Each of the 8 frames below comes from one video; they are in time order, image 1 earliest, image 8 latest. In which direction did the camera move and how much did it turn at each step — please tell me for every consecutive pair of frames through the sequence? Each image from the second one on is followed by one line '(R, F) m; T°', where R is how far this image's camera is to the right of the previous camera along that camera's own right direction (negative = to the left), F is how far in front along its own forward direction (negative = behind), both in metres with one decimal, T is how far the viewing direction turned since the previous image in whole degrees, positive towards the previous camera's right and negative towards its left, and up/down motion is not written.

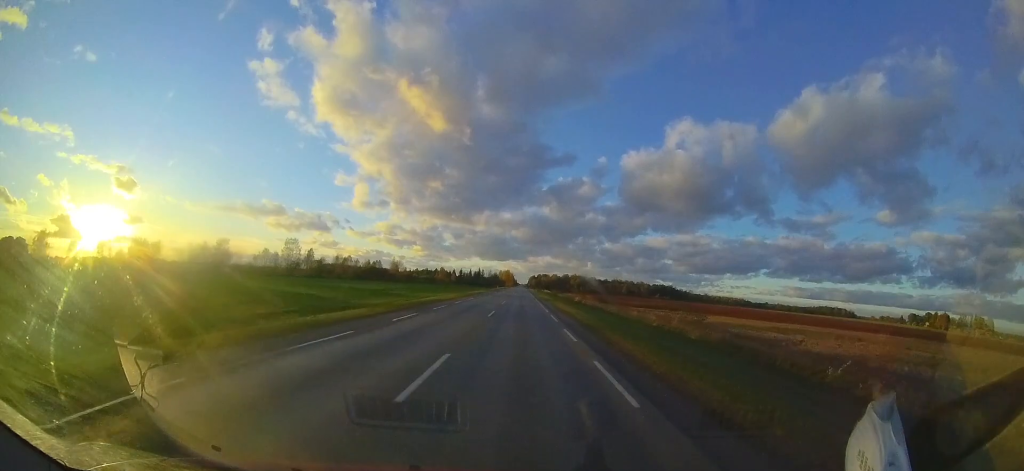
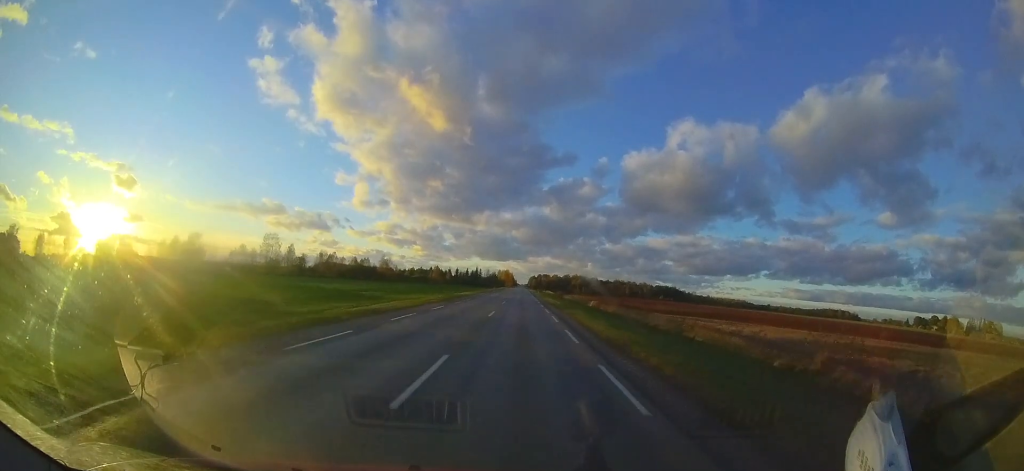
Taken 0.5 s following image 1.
(-0.1, +12.2) m; 0°
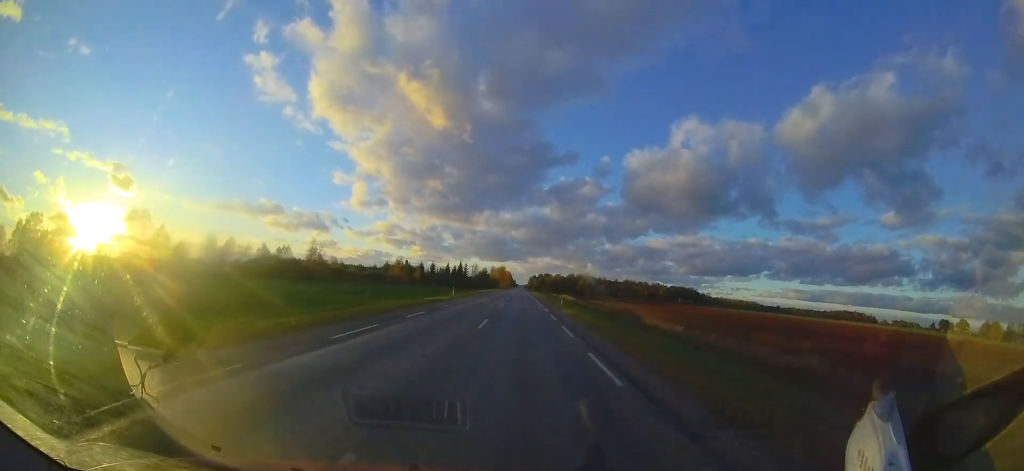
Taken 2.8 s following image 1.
(+1.4, +52.6) m; +1°
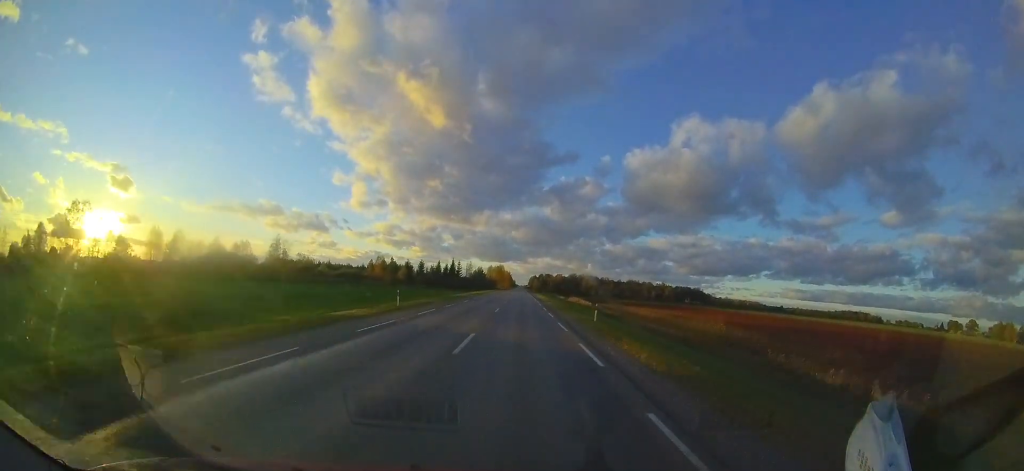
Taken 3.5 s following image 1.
(-0.3, +16.9) m; 0°
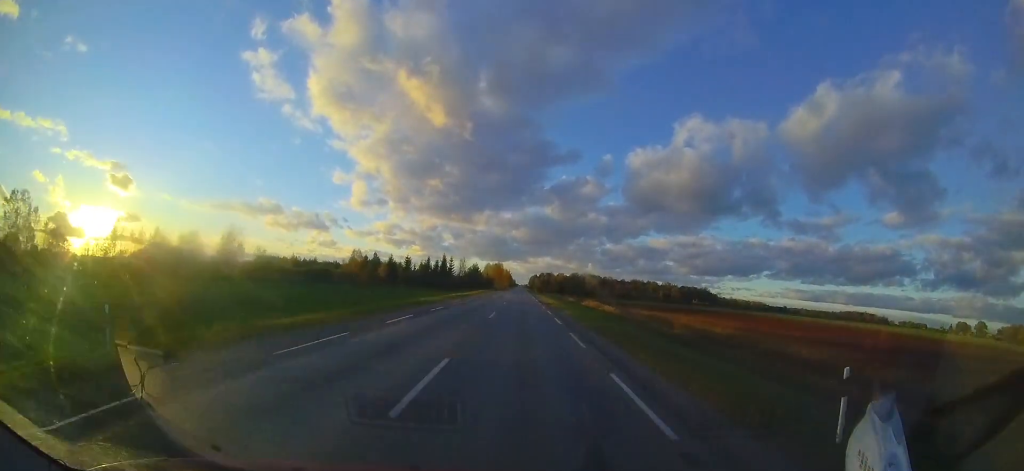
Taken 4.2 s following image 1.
(0.0, +15.4) m; +1°
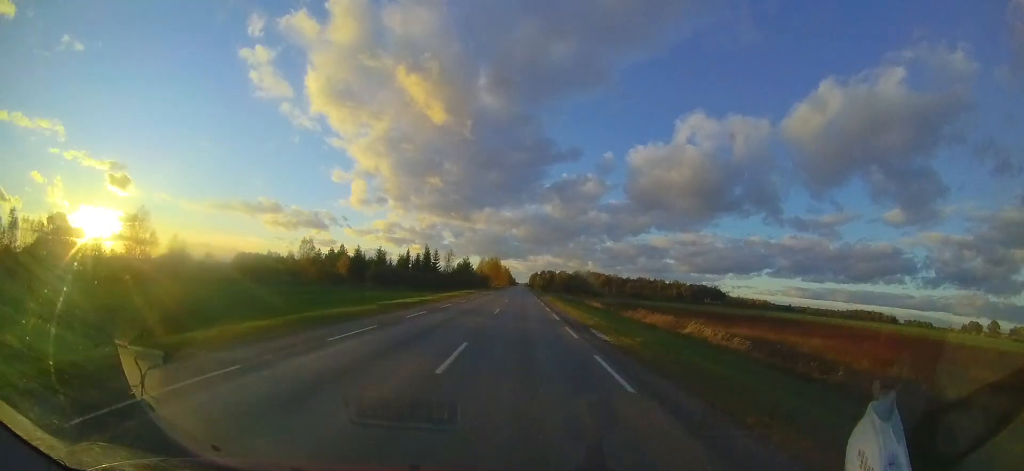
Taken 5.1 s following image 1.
(+0.3, +22.1) m; 0°
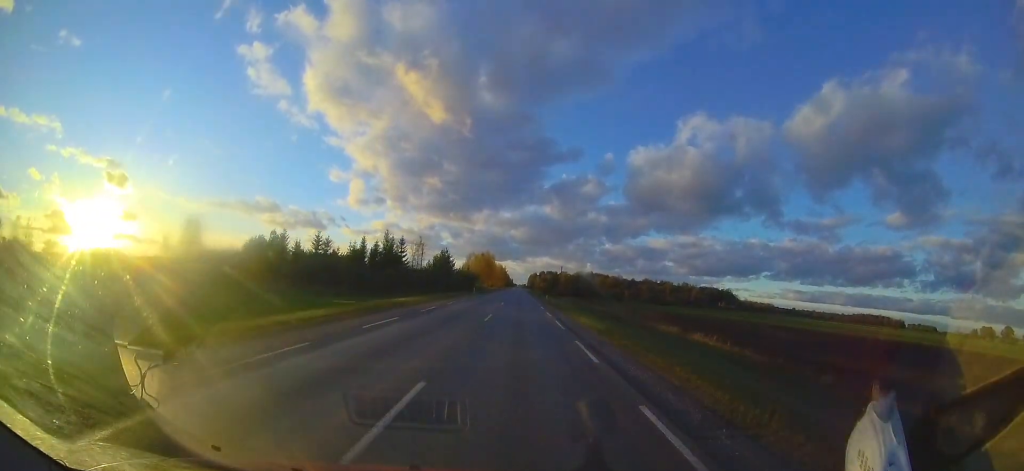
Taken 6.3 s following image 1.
(-0.3, +28.1) m; 0°
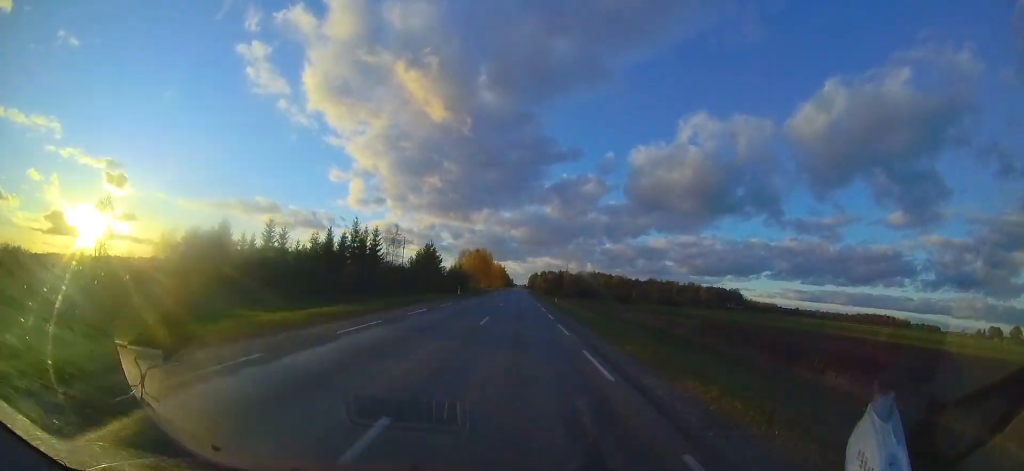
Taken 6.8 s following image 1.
(+0.1, +13.2) m; 0°
